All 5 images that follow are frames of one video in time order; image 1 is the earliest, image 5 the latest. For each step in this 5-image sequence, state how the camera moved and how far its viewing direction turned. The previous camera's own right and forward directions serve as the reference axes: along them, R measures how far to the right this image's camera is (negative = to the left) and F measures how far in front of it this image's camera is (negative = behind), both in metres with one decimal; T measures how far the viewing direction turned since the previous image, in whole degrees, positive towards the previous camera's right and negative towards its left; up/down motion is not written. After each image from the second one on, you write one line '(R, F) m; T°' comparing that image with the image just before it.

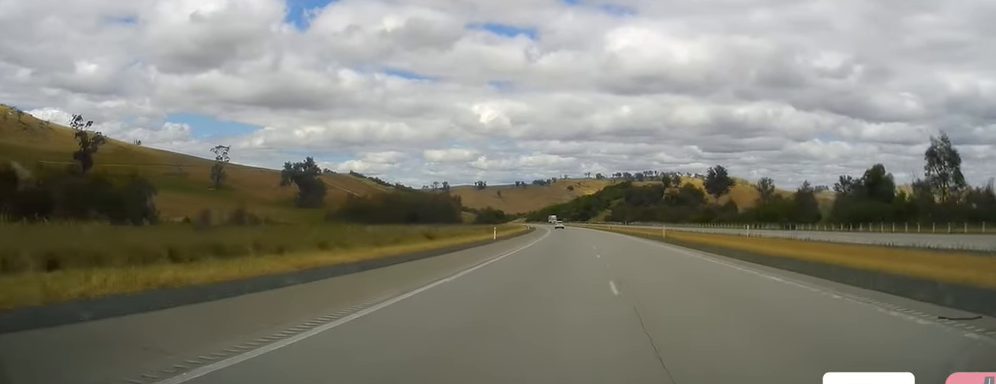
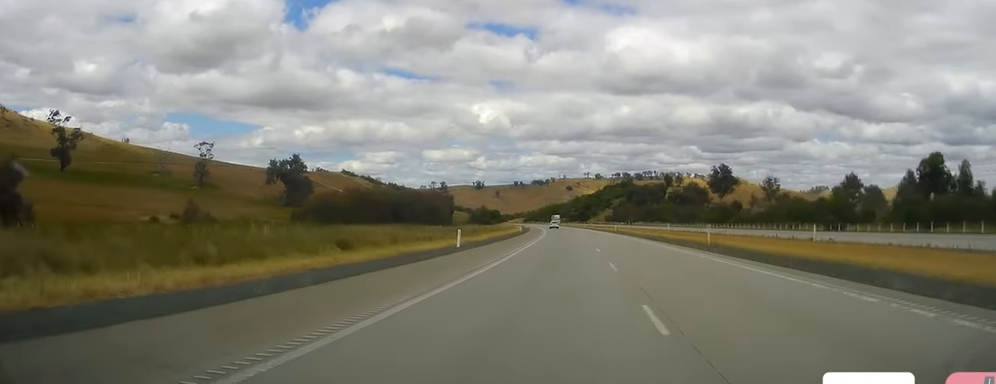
(-0.3, +17.4) m; -1°
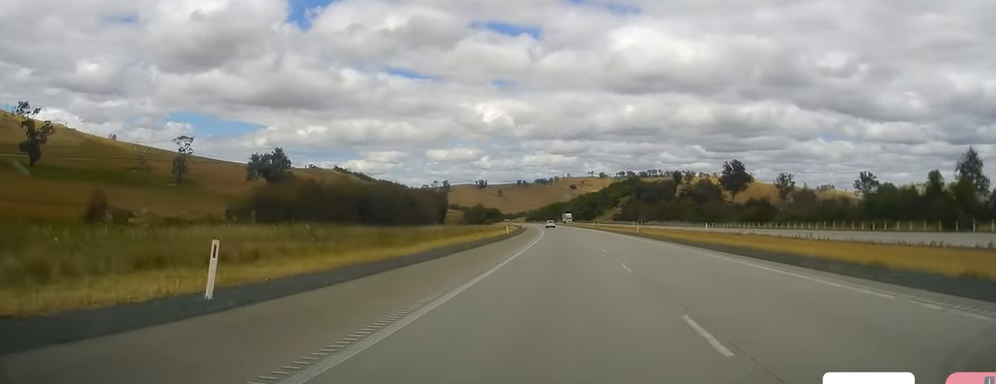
(-0.3, +26.1) m; 0°
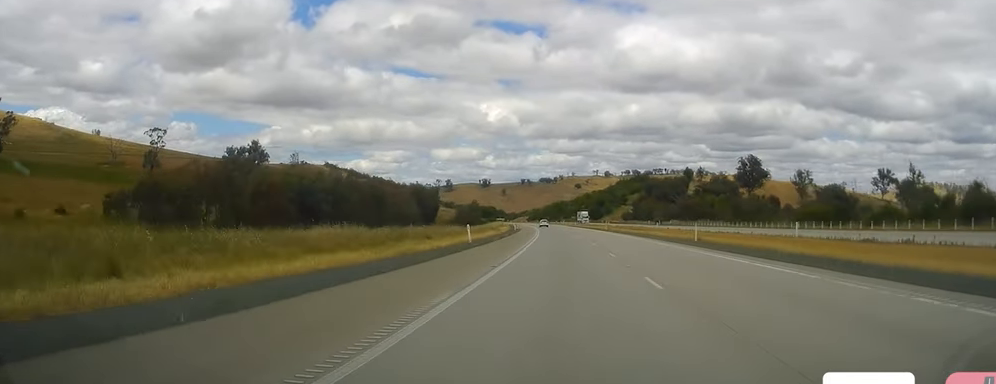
(+0.2, +30.0) m; 0°
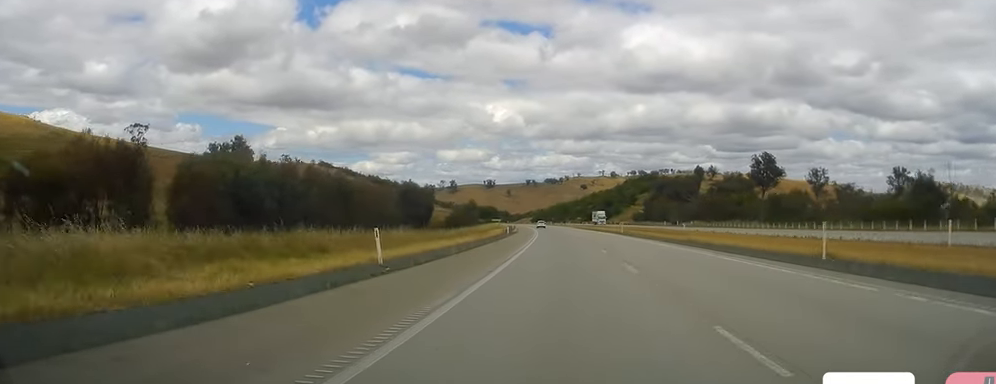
(-0.1, +20.3) m; -1°
